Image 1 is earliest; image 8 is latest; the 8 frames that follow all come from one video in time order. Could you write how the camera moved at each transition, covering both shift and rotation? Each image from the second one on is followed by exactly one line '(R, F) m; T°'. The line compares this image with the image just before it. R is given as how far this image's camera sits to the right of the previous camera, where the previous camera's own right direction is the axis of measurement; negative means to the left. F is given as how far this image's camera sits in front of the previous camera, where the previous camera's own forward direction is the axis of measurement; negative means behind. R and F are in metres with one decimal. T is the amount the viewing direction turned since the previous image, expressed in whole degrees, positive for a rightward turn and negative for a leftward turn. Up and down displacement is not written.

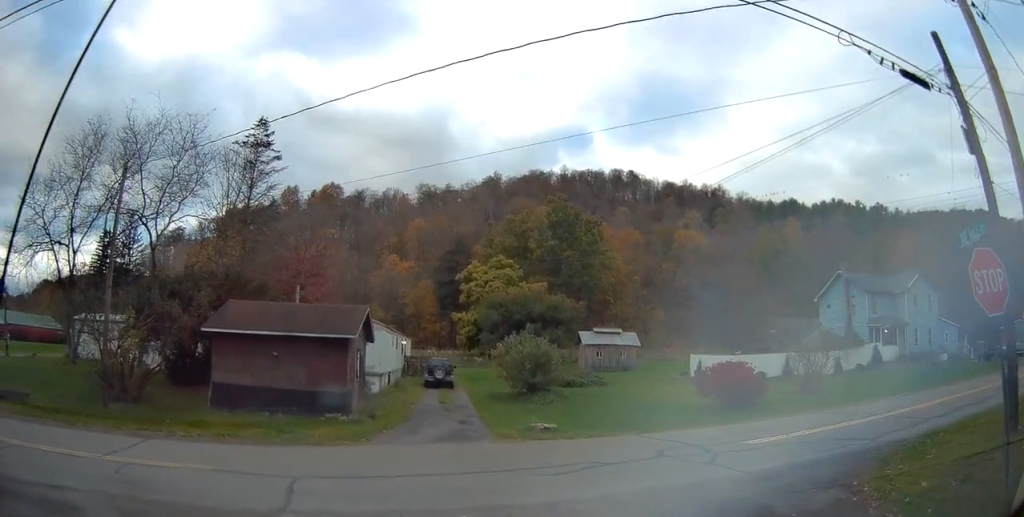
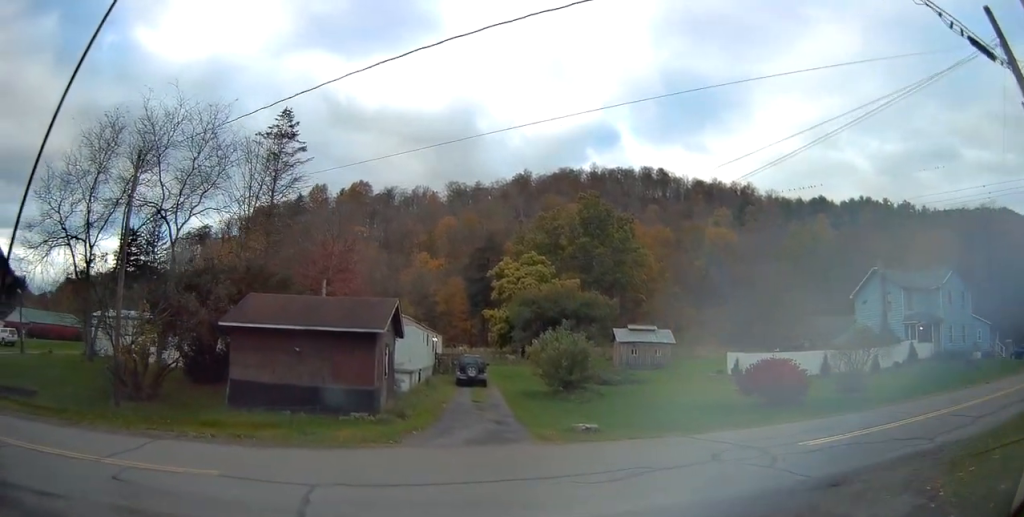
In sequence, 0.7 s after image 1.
(-0.1, +1.3) m; -9°
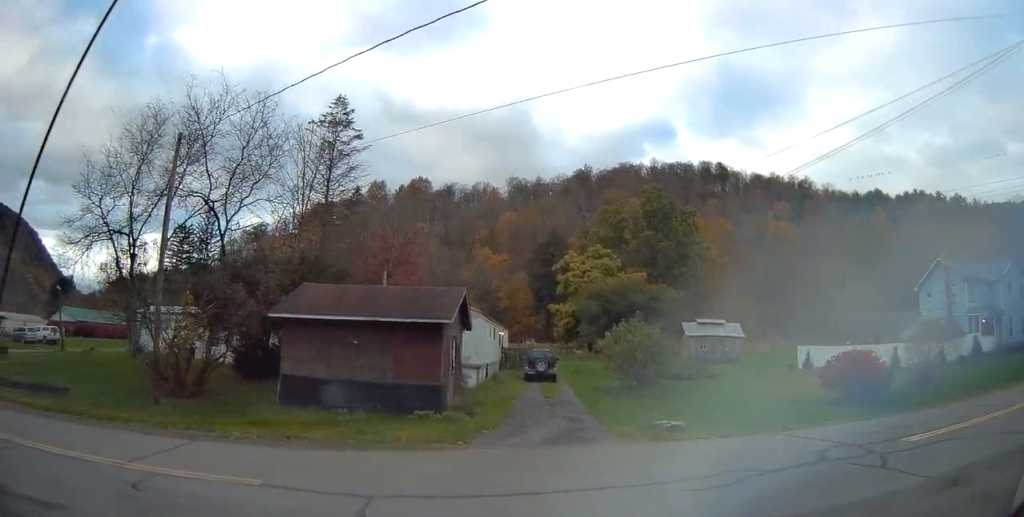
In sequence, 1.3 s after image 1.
(-0.1, +1.6) m; -9°
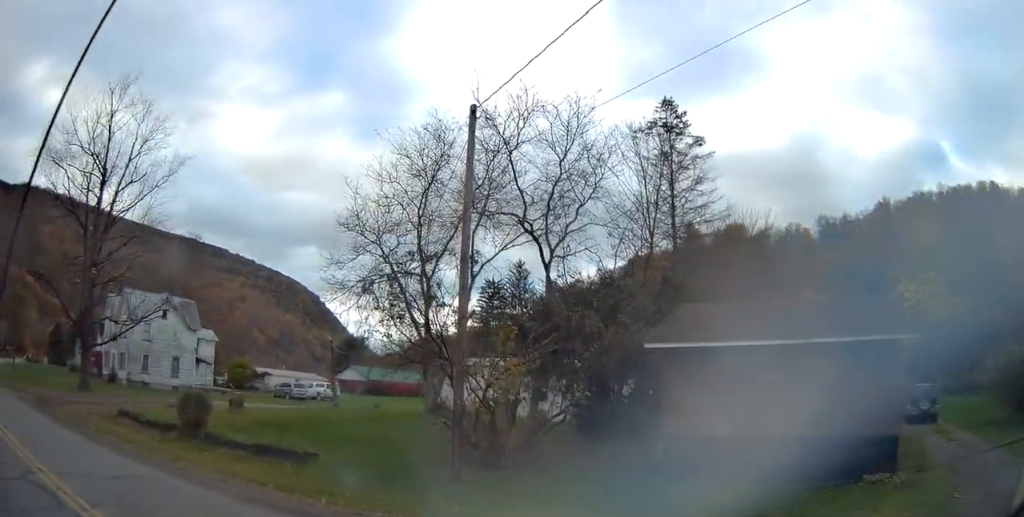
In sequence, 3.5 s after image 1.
(-2.1, +6.1) m; -33°
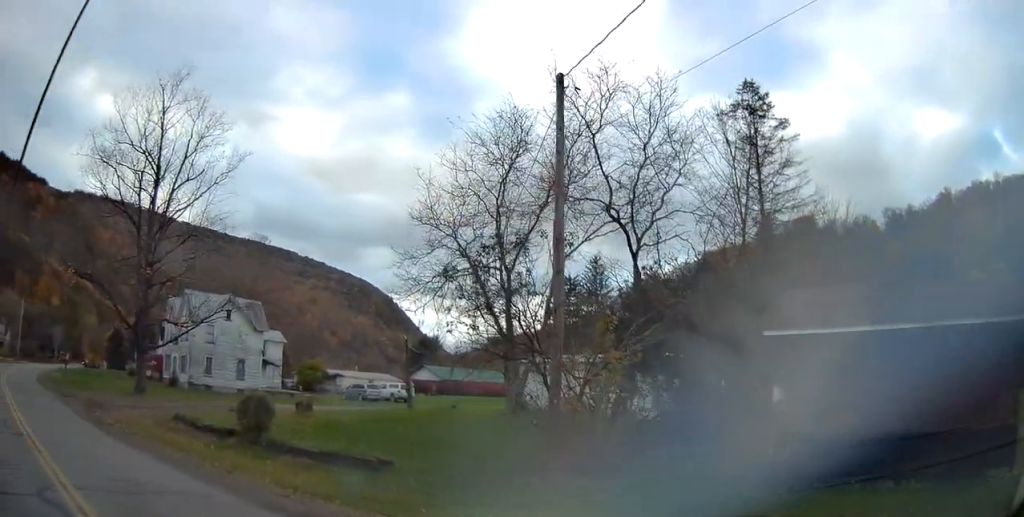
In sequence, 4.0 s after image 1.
(0.0, +1.6) m; -4°
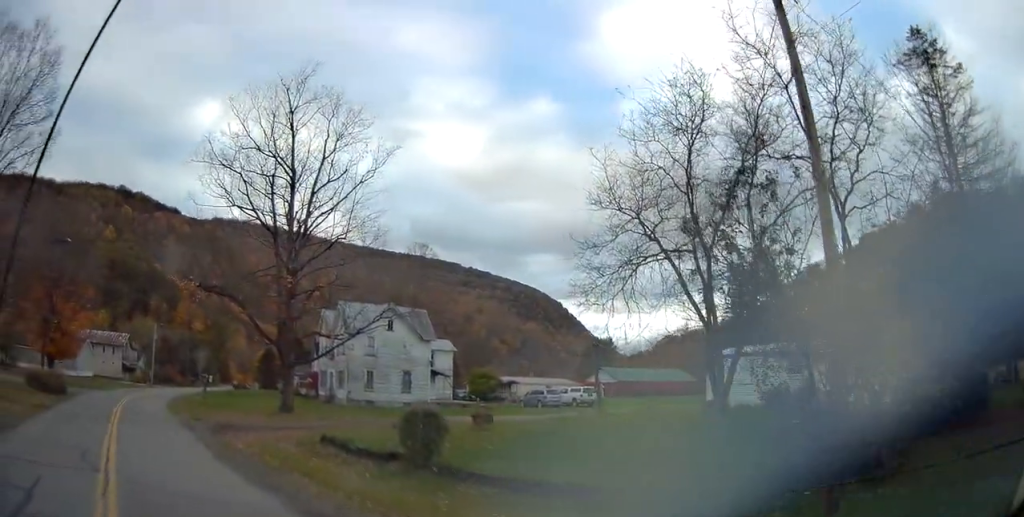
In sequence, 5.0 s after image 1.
(-0.4, +4.0) m; -12°
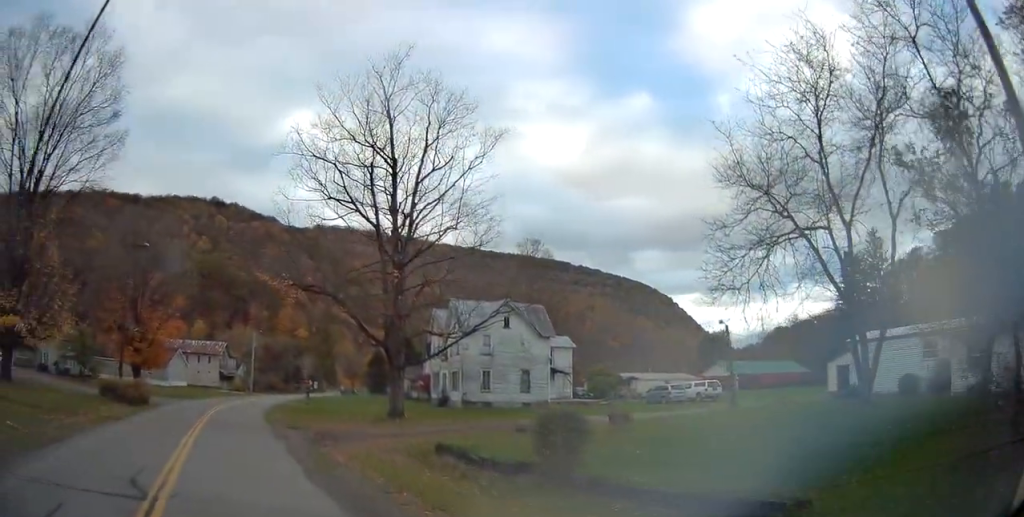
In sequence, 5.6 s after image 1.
(-0.2, +2.8) m; -8°
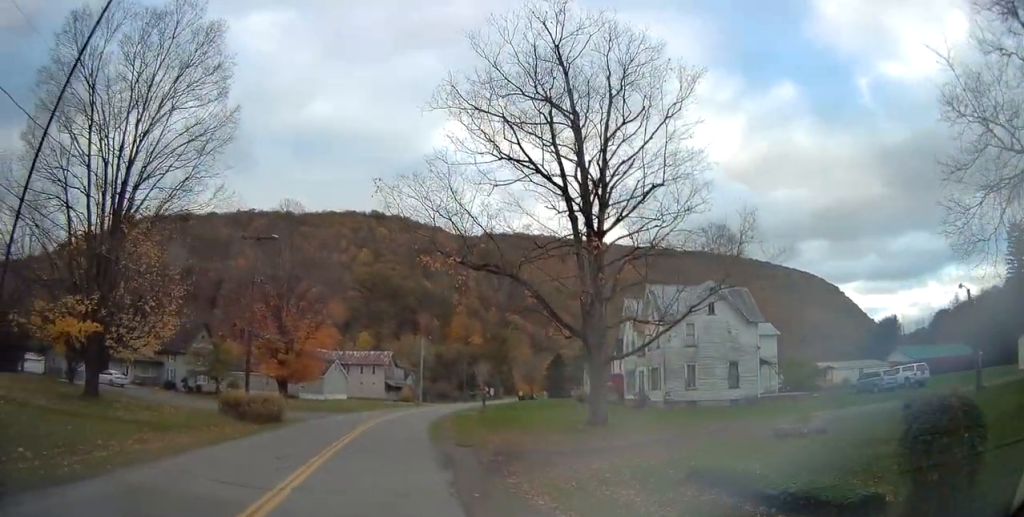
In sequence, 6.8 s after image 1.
(-0.8, +7.1) m; -8°
